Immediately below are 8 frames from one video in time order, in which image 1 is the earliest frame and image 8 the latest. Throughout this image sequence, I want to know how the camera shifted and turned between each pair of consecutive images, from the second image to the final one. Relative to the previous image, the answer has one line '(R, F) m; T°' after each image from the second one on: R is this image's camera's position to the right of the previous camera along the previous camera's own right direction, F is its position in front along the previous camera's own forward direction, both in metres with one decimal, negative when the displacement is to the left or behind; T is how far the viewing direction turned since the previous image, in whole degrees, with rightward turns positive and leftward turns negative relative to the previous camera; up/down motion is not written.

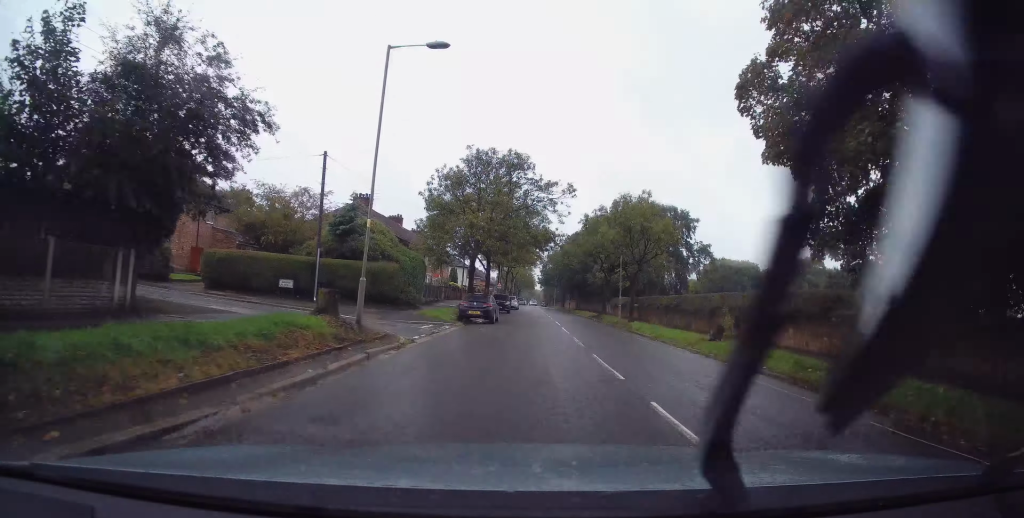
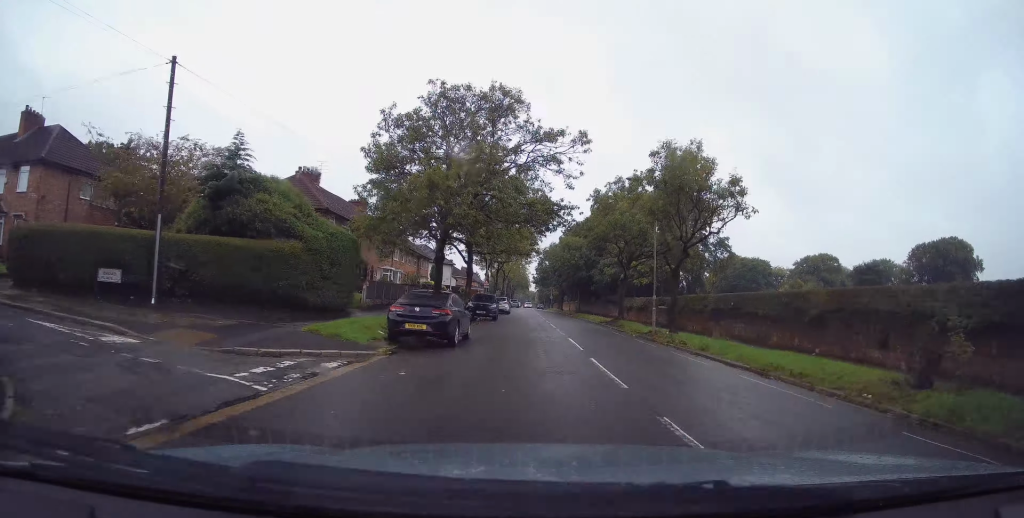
(+0.2, +13.0) m; 0°
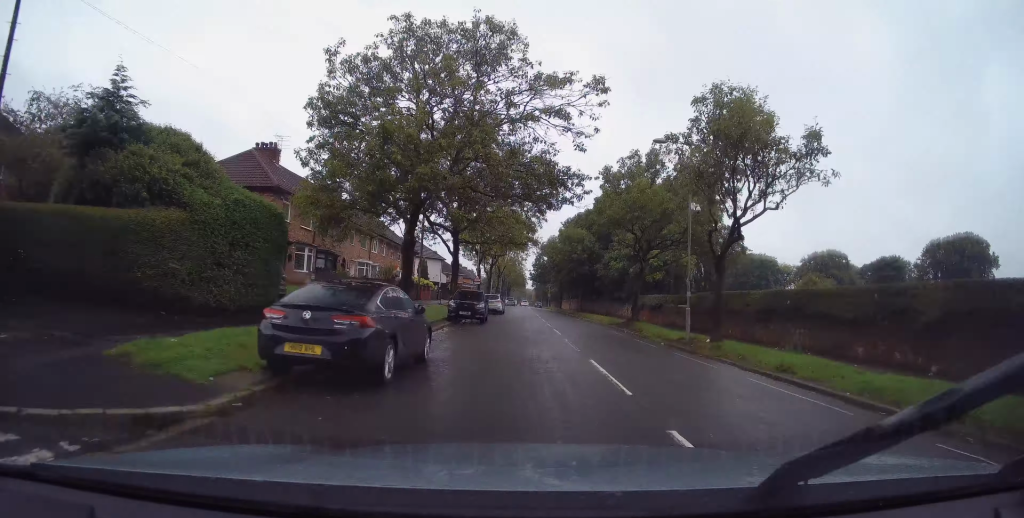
(+0.1, +6.9) m; -1°
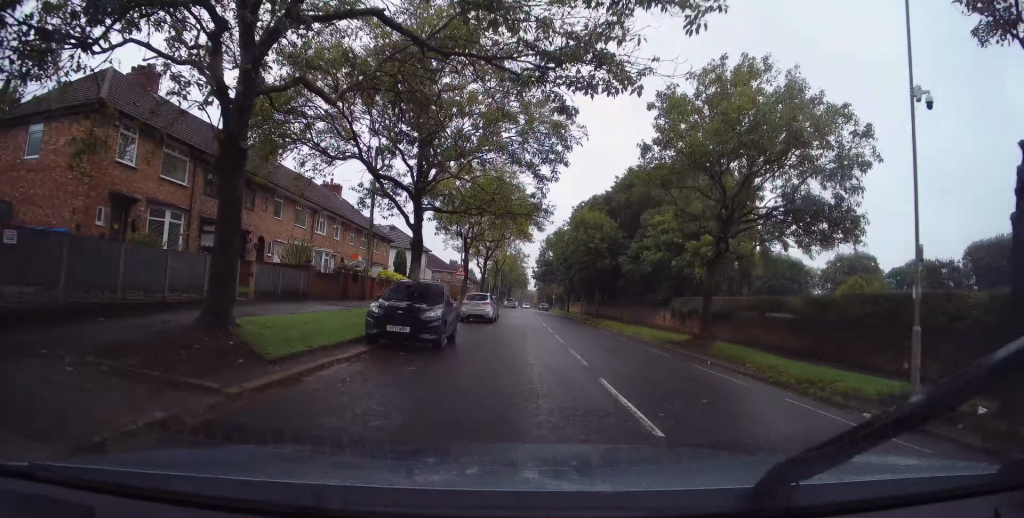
(-0.3, +13.9) m; 0°
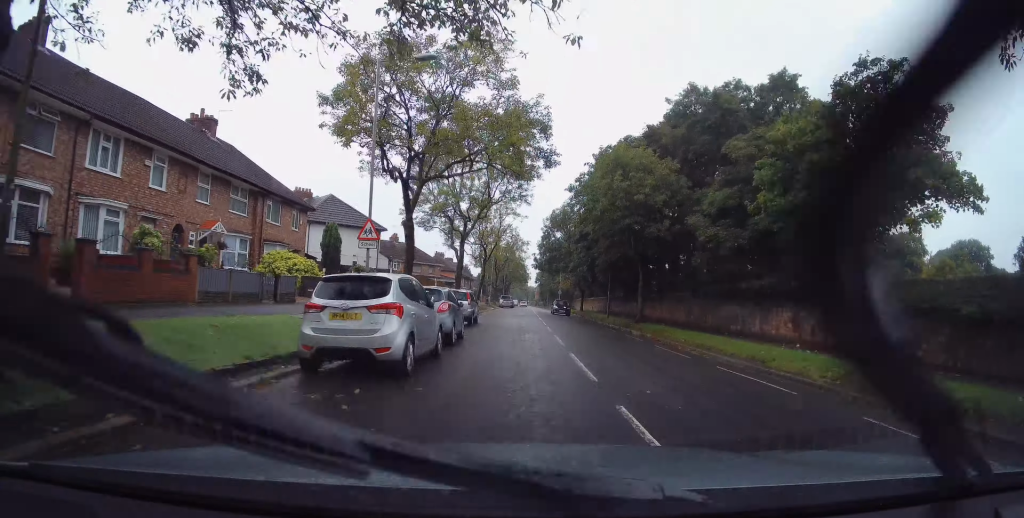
(-0.1, +20.6) m; 0°
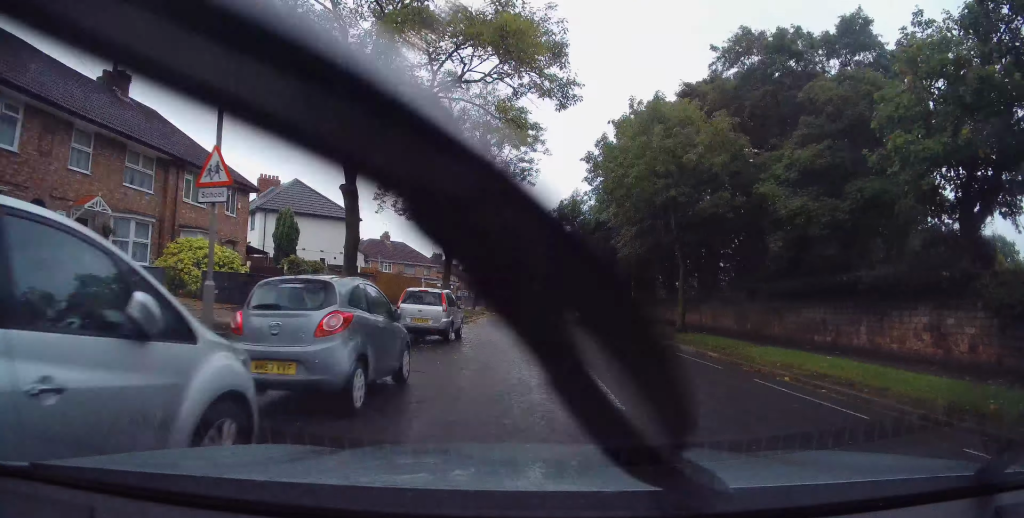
(+0.2, +8.1) m; 0°
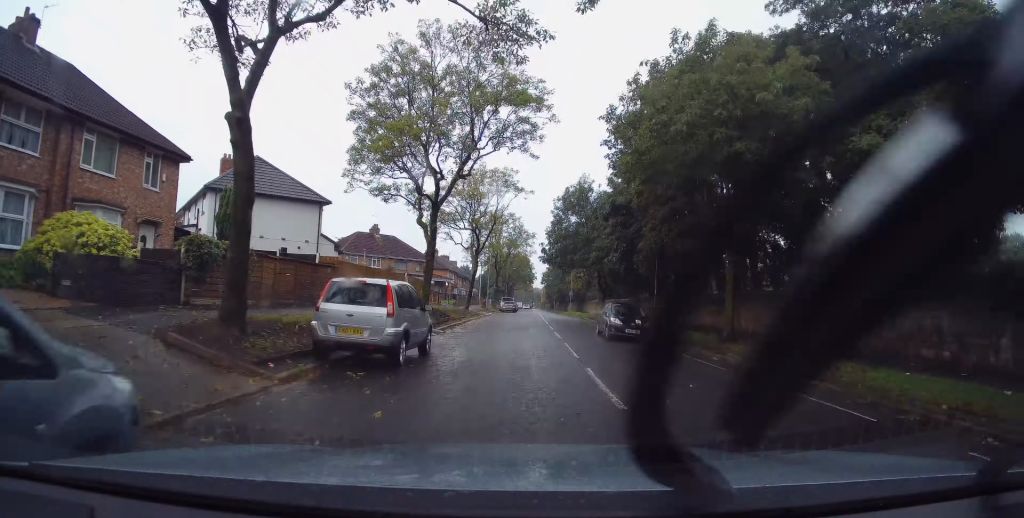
(0.0, +6.2) m; 0°
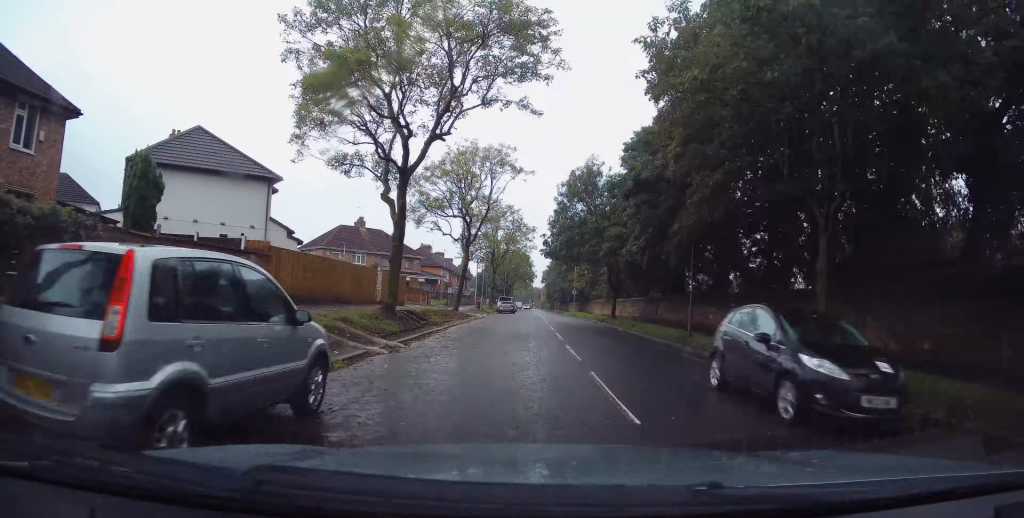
(-0.1, +6.6) m; 0°
